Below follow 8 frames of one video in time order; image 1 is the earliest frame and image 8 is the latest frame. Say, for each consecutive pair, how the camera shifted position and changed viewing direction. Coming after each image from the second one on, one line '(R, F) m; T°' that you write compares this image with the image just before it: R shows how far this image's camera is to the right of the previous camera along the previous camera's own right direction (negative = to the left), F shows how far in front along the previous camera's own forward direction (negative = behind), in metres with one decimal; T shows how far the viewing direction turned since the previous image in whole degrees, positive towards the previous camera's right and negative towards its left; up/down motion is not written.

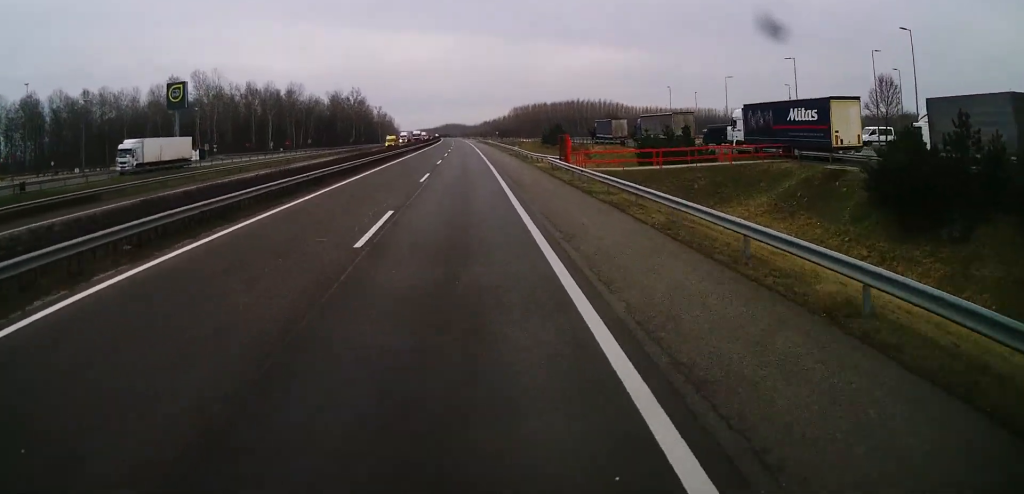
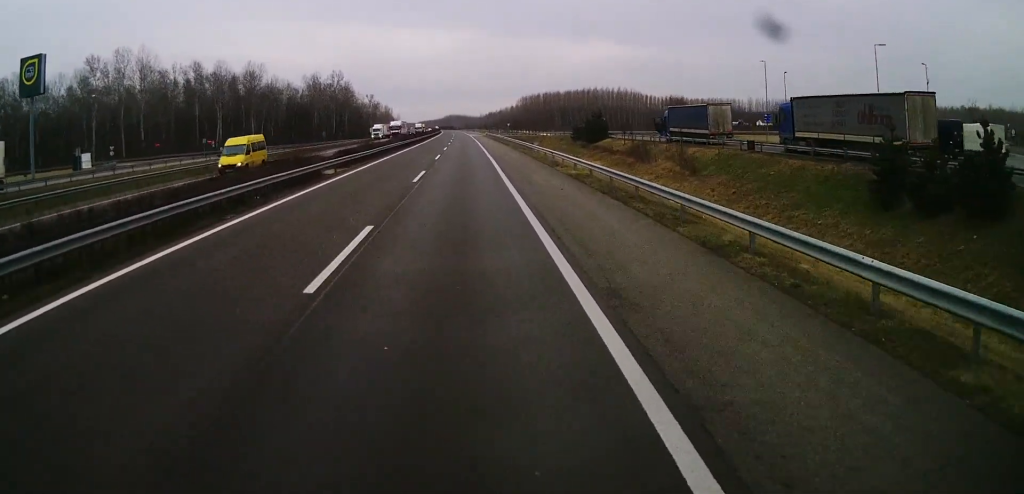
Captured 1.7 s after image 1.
(+0.3, +40.2) m; 0°
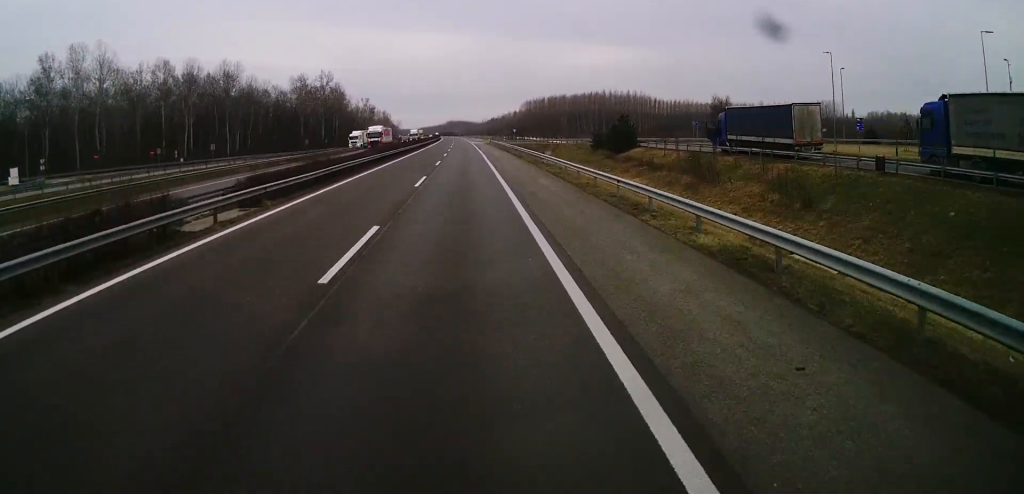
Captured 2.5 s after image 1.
(-0.3, +17.4) m; -1°
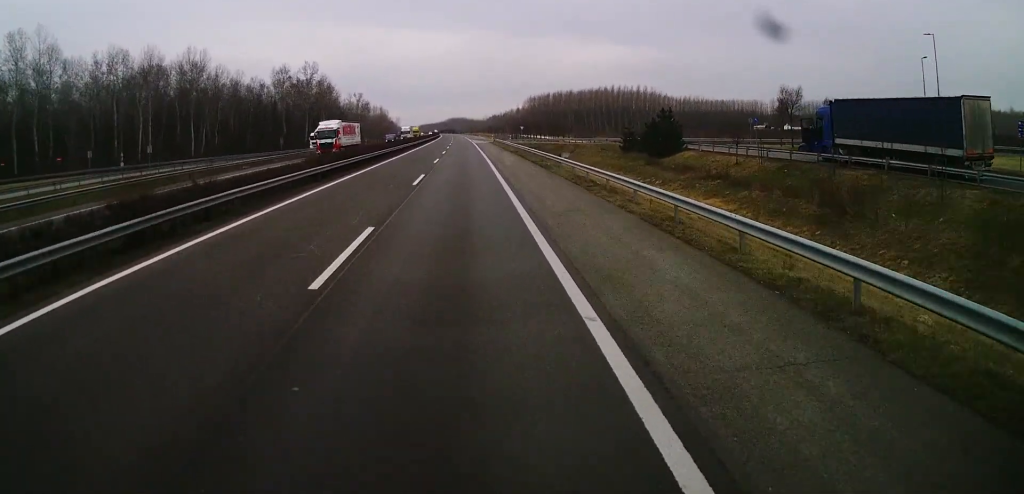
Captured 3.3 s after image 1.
(+0.1, +18.8) m; 0°
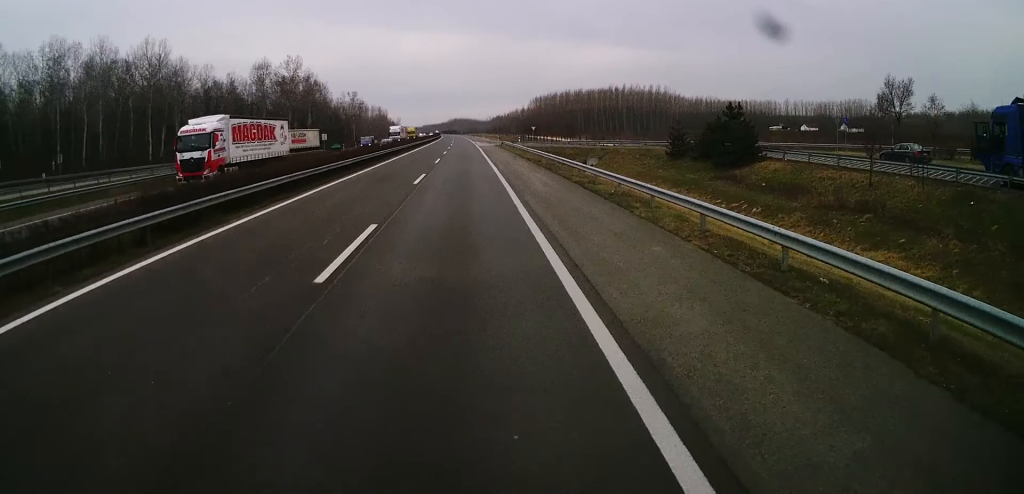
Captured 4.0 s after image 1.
(0.0, +17.8) m; 0°
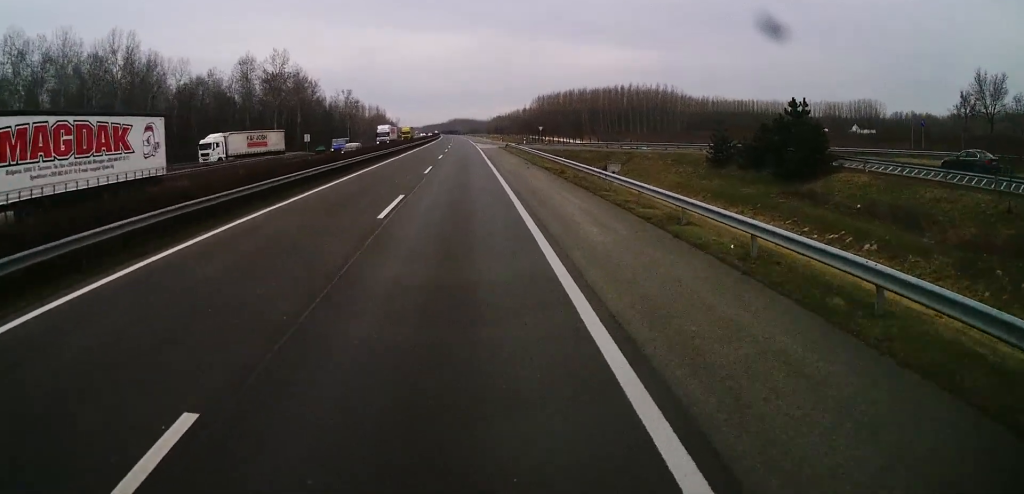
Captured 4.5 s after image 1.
(0.0, +10.8) m; 0°
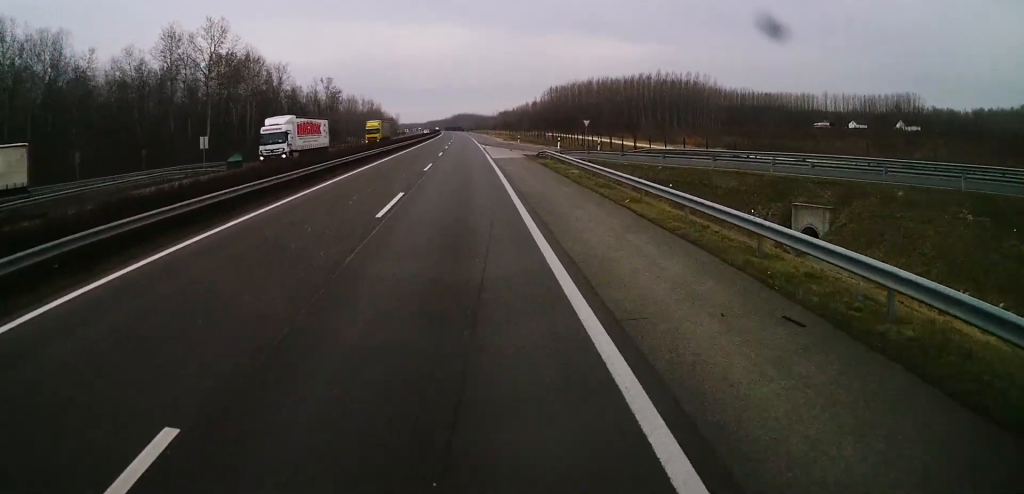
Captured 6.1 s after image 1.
(+0.2, +36.4) m; 0°
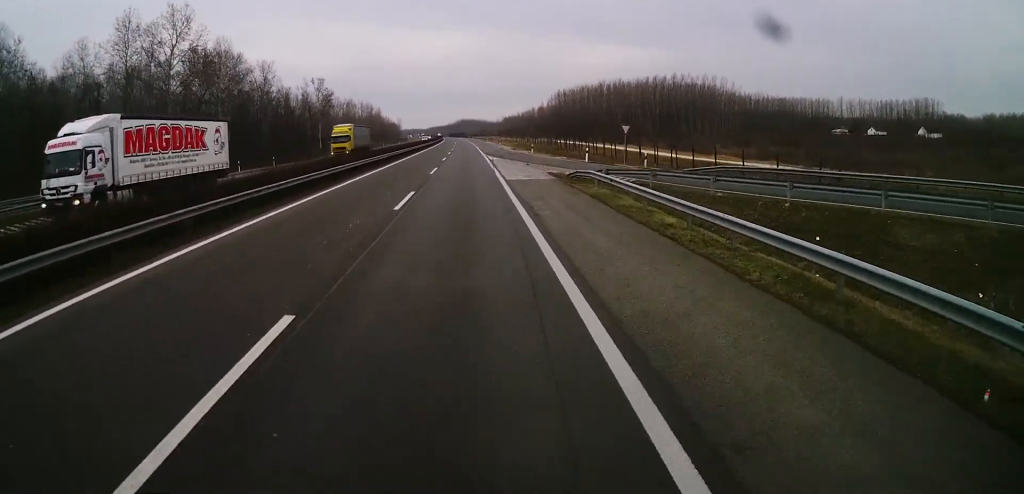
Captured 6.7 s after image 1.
(0.0, +14.7) m; -1°
